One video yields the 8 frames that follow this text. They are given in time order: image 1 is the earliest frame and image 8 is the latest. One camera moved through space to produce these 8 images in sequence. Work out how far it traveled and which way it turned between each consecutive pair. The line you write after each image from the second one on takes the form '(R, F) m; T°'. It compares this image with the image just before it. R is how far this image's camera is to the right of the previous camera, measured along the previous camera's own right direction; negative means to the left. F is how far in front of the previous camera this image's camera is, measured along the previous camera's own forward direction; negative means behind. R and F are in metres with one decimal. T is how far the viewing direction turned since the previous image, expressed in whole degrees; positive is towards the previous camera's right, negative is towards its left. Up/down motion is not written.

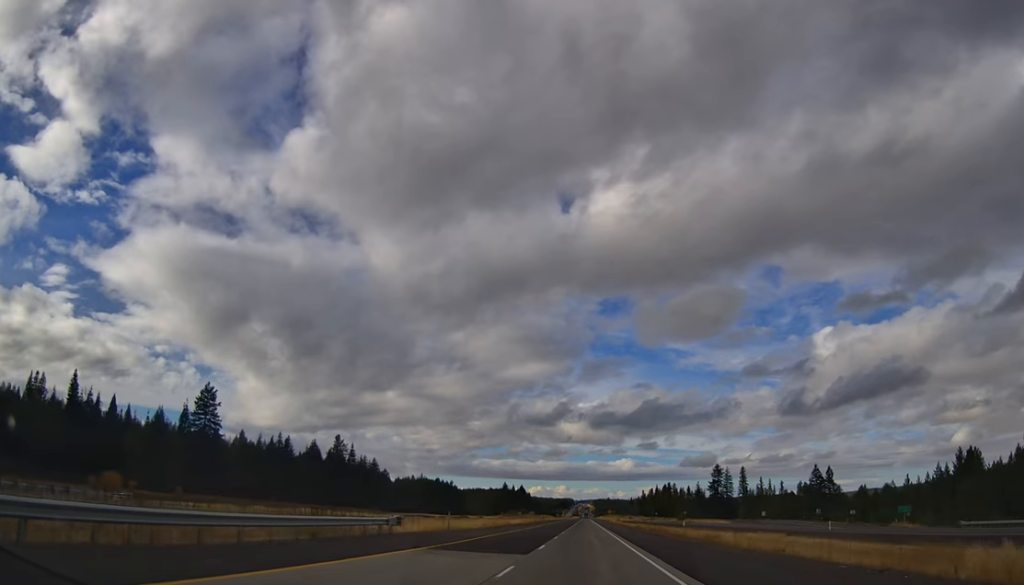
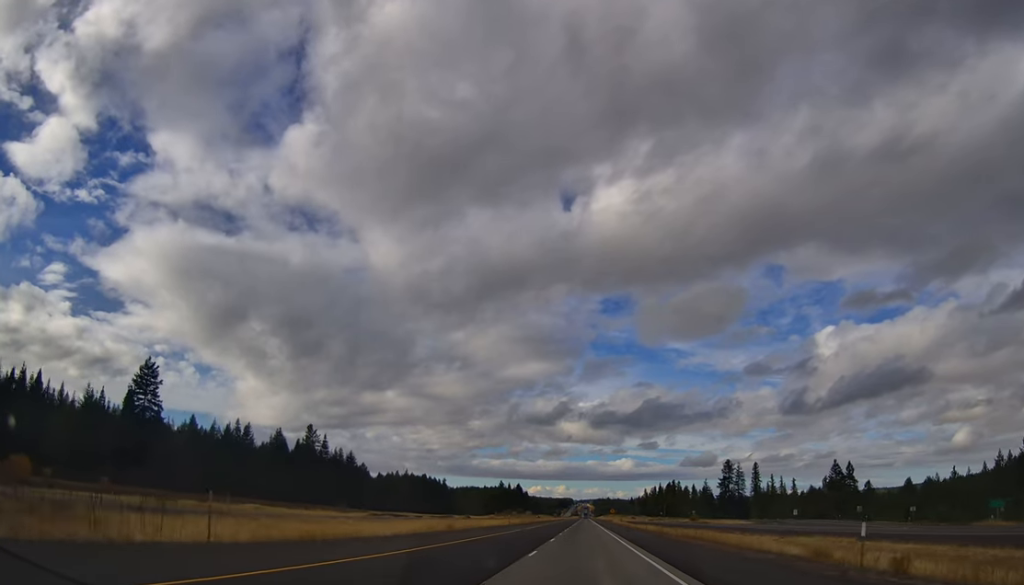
(-0.3, +29.3) m; 0°
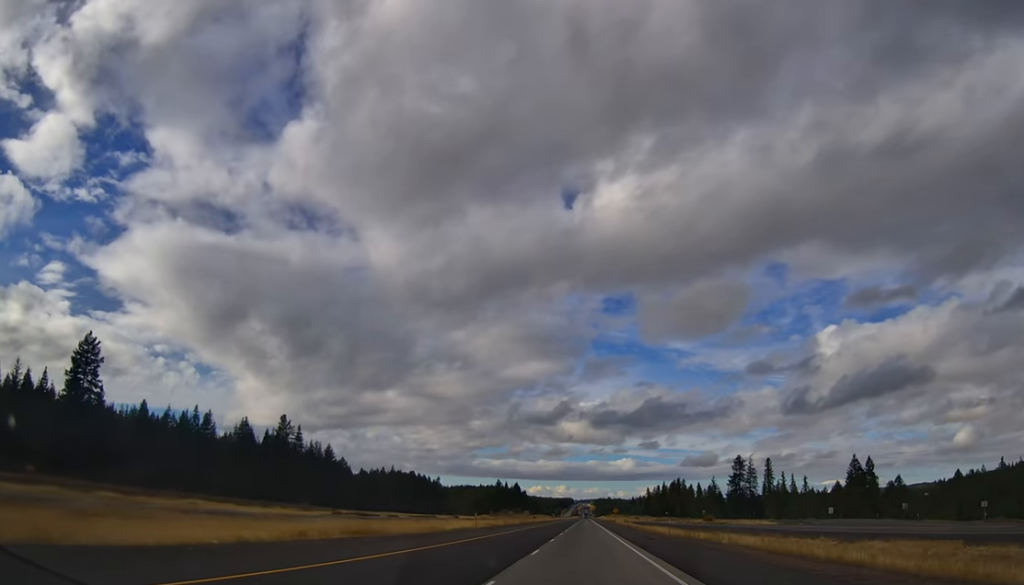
(+0.4, +23.7) m; 0°
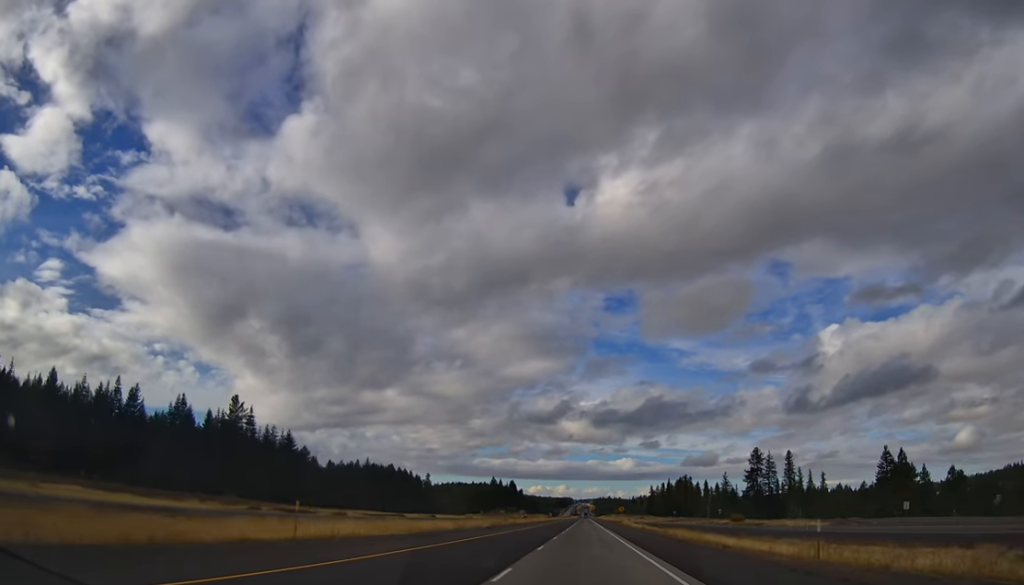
(-0.1, +33.7) m; -1°
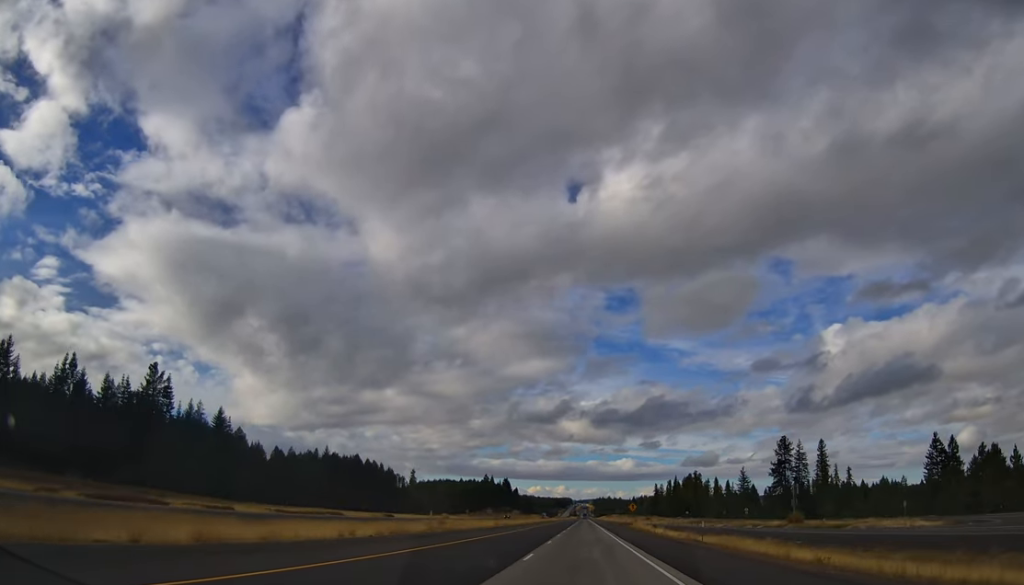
(-0.5, +41.5) m; +1°
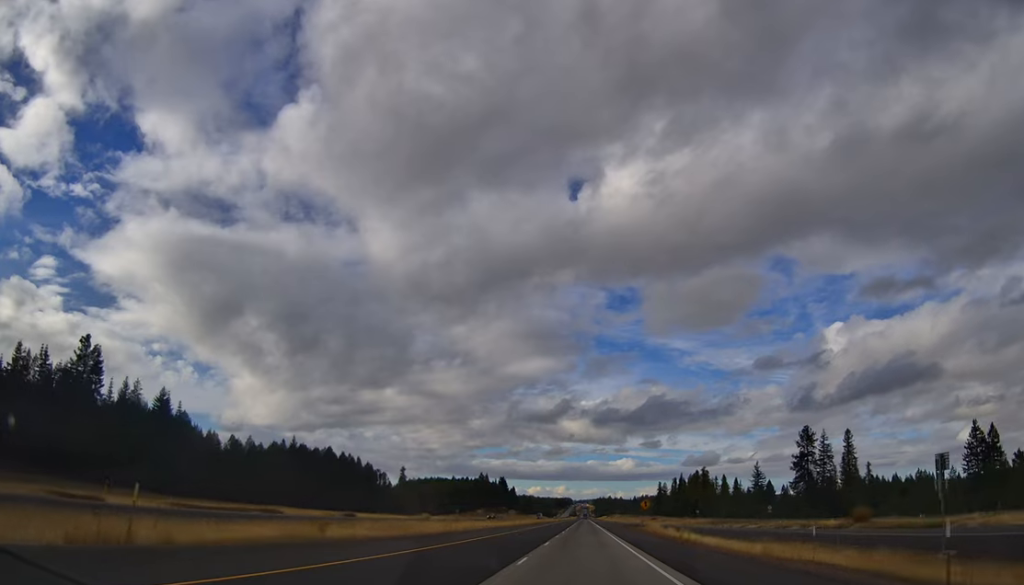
(+0.7, +25.8) m; 0°
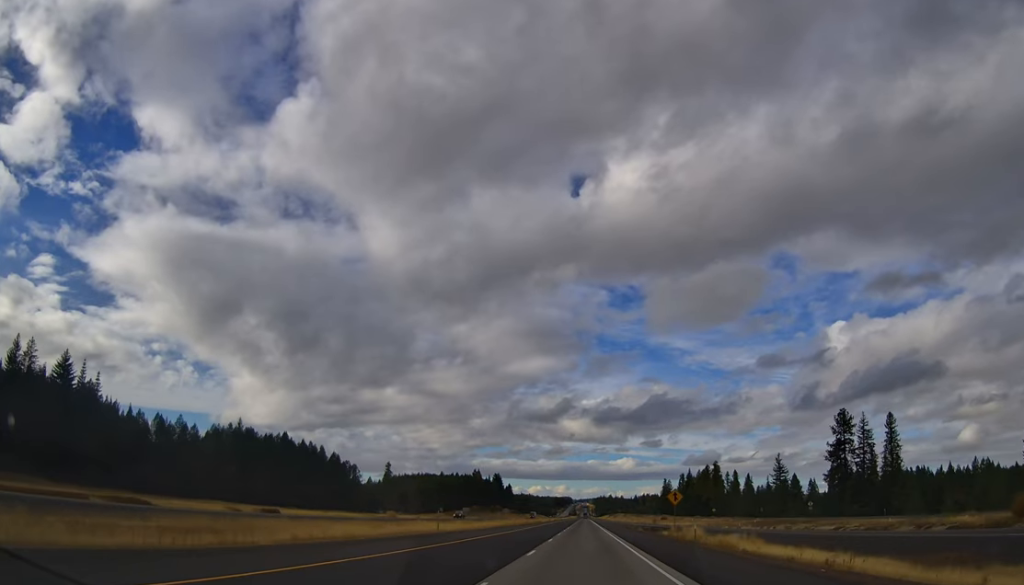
(-0.5, +32.7) m; 0°
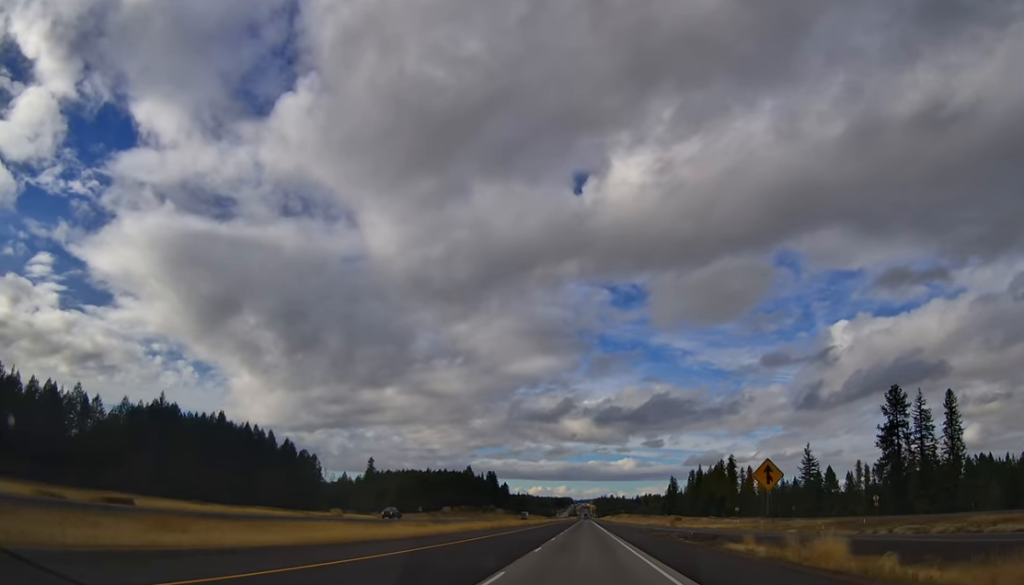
(+0.2, +34.0) m; 0°
